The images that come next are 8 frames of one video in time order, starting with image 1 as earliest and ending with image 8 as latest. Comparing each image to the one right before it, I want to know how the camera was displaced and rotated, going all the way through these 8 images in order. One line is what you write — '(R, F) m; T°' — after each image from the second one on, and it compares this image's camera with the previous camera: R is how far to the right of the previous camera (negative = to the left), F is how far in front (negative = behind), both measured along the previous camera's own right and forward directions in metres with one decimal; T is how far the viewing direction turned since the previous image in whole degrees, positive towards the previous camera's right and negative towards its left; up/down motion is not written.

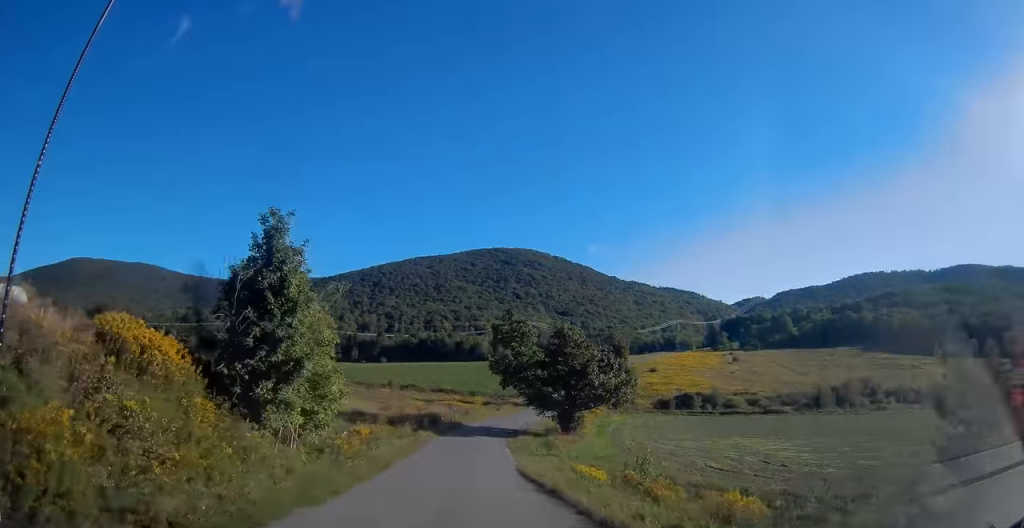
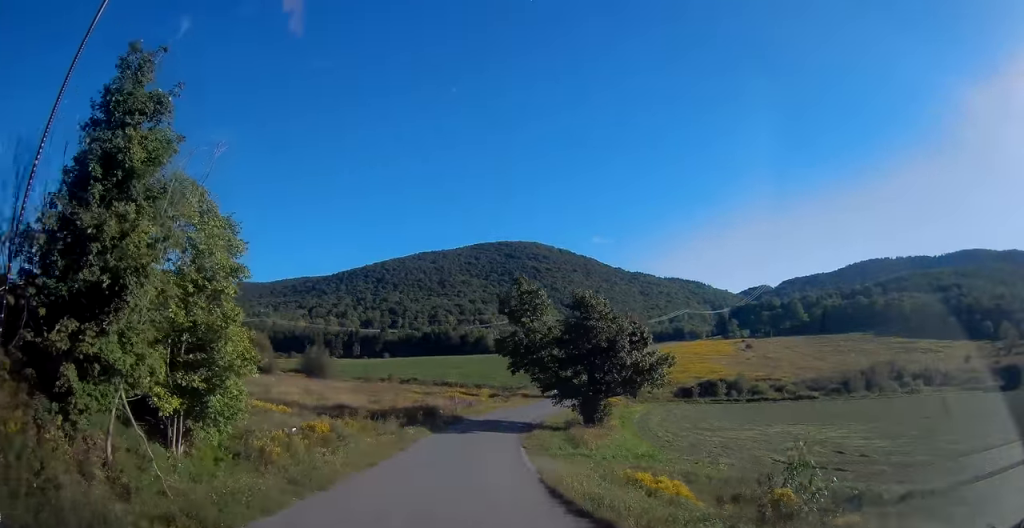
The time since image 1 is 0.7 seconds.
(0.0, +11.3) m; 0°
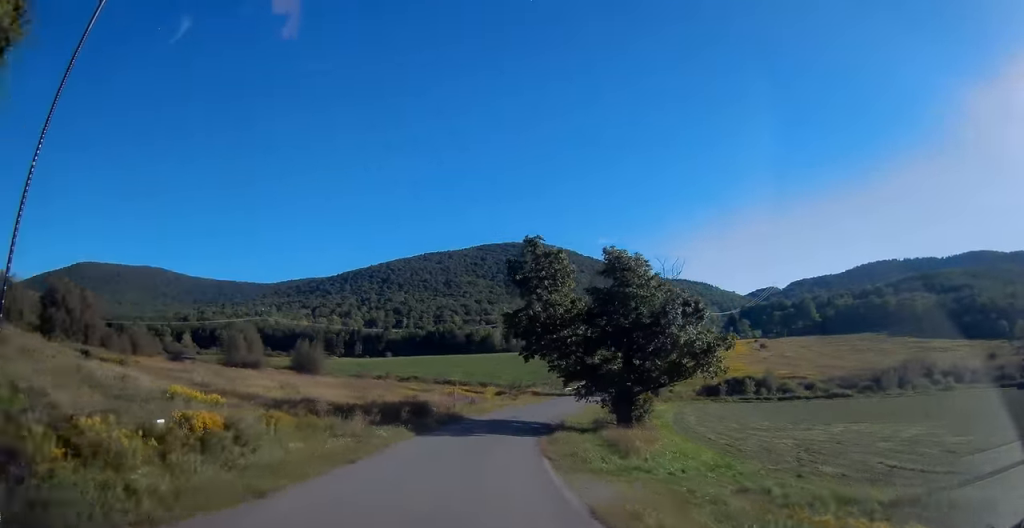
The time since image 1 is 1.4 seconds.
(+0.1, +12.1) m; 0°
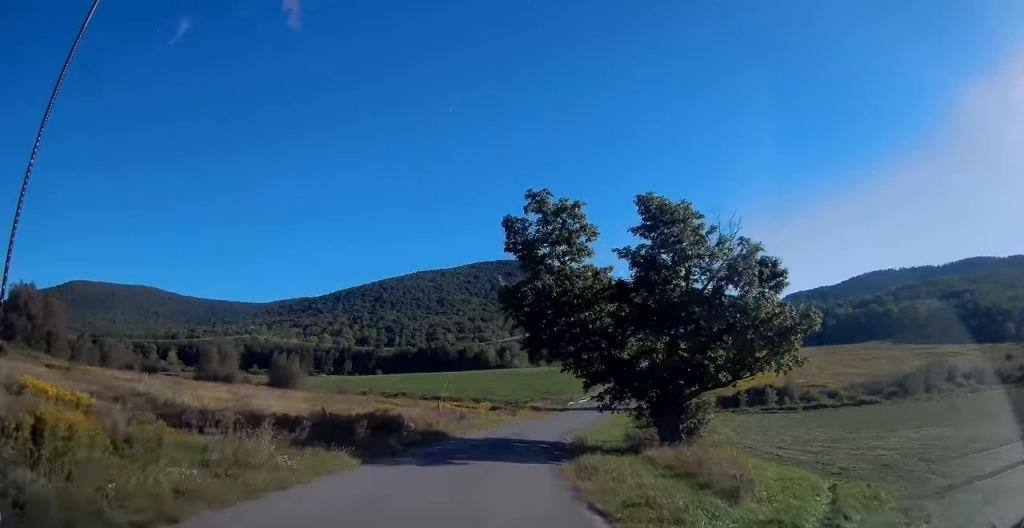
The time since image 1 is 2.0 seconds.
(-0.1, +11.7) m; +2°
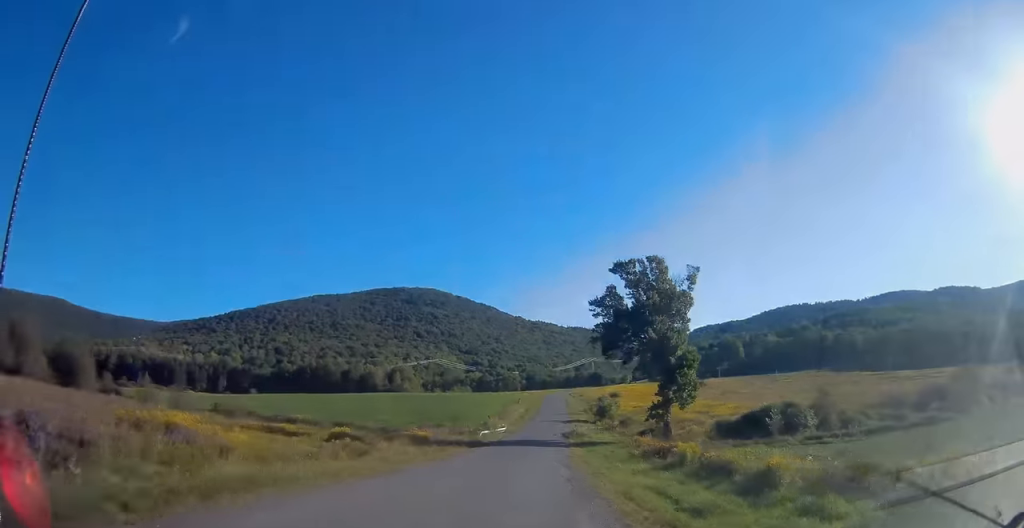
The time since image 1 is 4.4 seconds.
(+3.5, +42.4) m; +9°
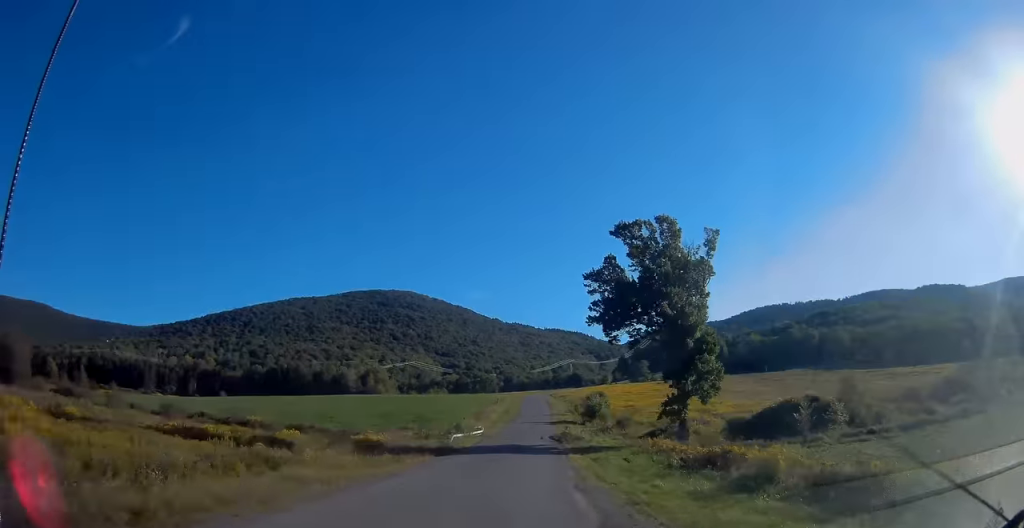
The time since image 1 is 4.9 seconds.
(+0.3, +10.7) m; +2°
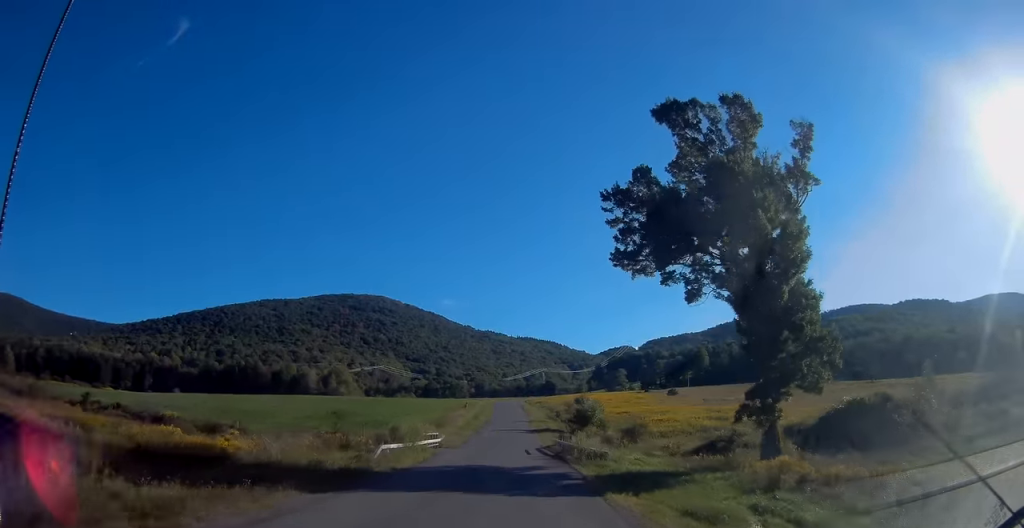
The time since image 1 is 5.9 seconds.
(+0.4, +18.5) m; +2°
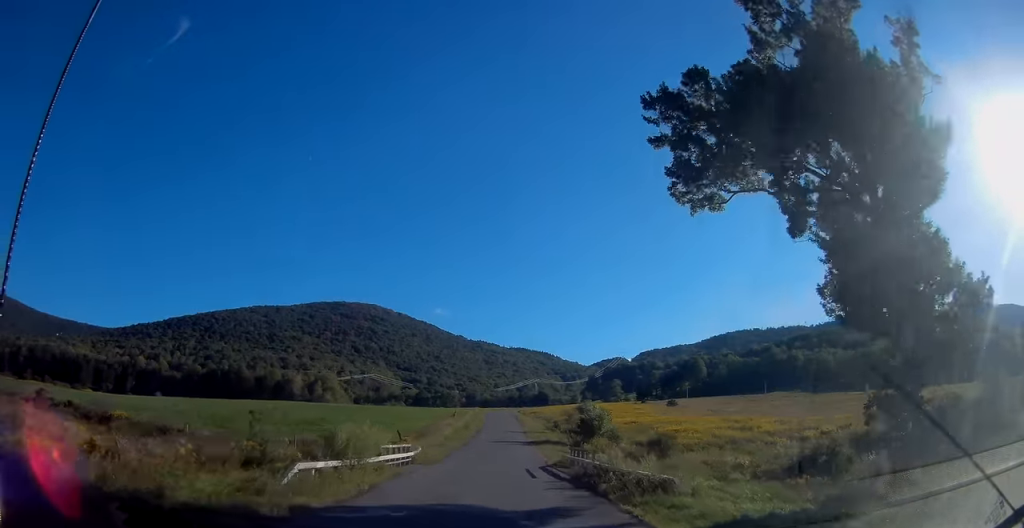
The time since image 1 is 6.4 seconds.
(+0.1, +10.3) m; +1°
